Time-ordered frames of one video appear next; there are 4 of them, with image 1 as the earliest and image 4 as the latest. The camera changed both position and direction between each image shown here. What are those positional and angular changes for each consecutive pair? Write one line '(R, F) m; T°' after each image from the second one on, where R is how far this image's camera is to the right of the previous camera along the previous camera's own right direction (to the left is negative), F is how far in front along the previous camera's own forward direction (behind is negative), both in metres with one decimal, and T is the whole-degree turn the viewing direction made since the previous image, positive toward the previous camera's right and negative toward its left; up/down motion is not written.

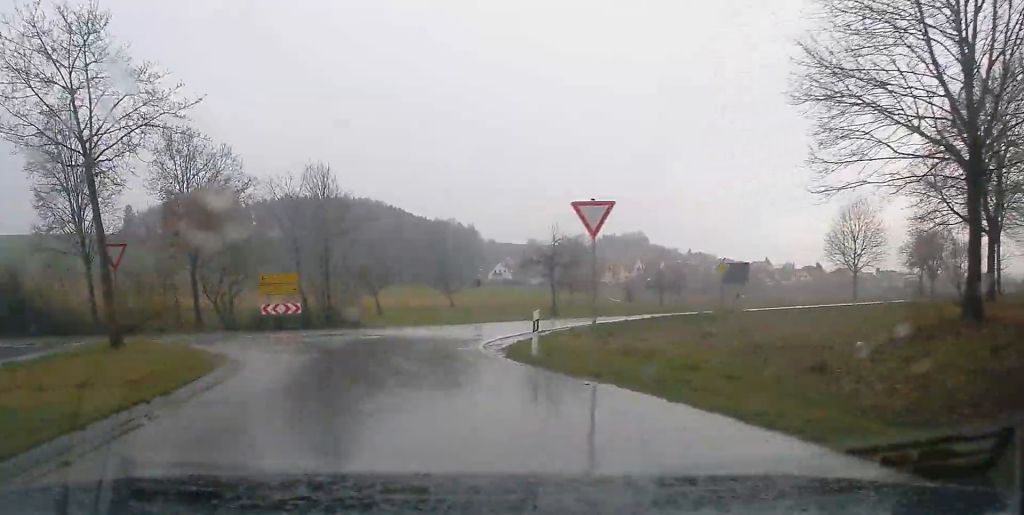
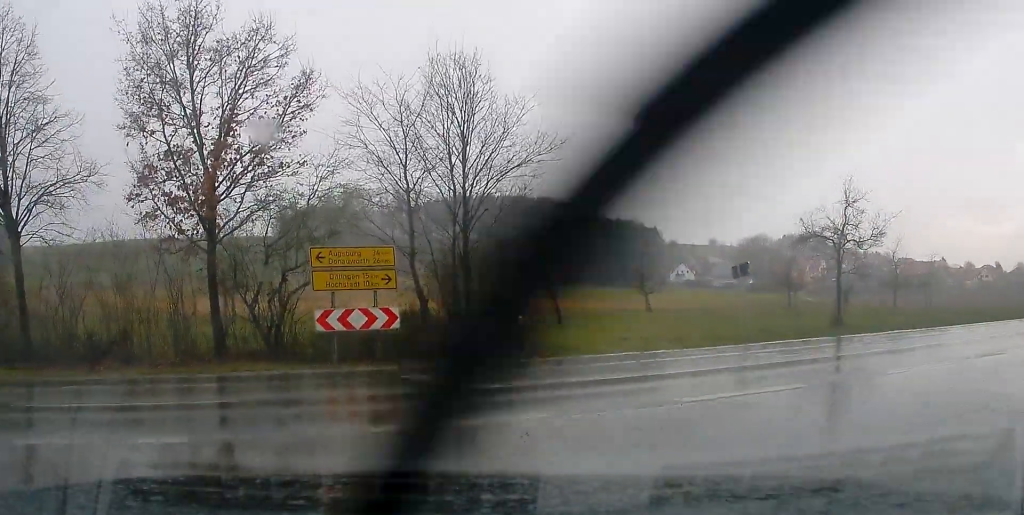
(-2.1, +15.8) m; -17°
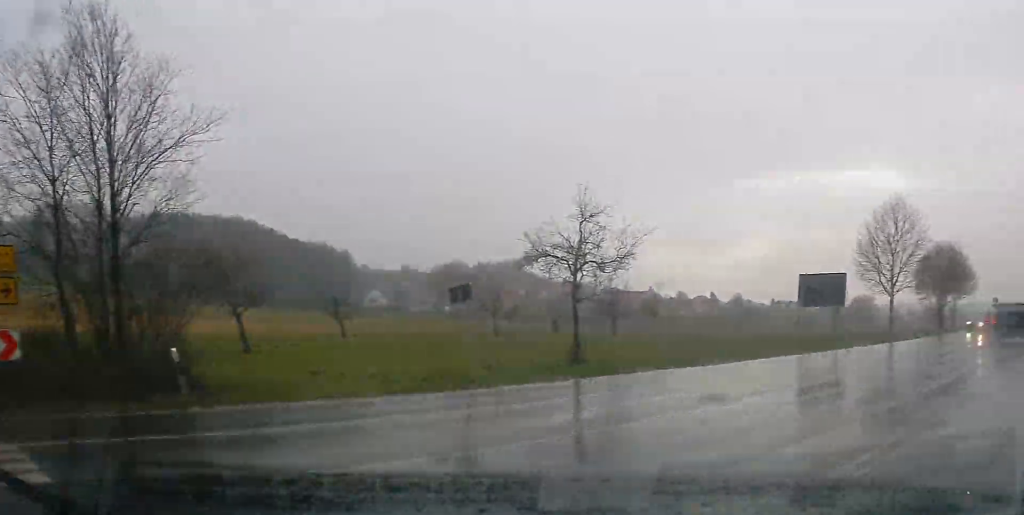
(+4.7, +11.5) m; +52°
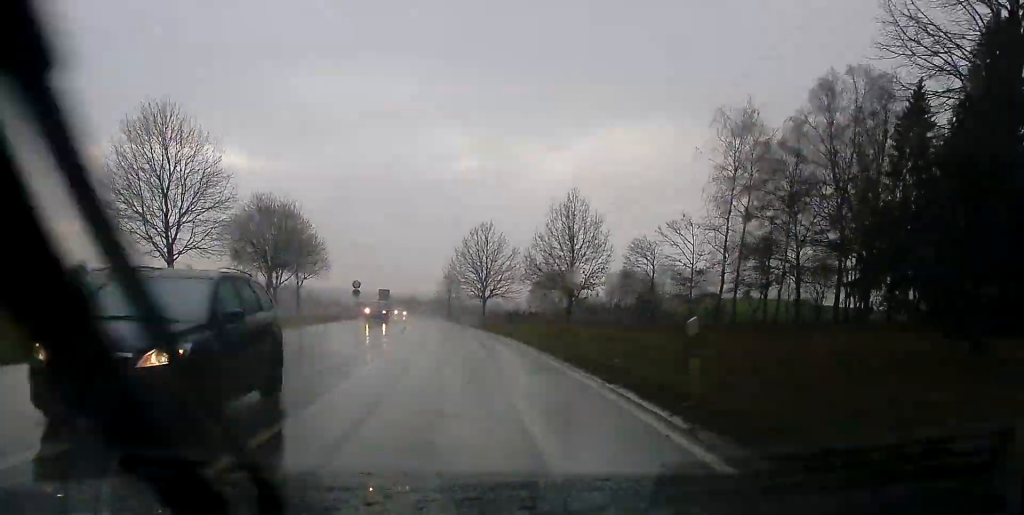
(+3.7, +28.8) m; +8°
